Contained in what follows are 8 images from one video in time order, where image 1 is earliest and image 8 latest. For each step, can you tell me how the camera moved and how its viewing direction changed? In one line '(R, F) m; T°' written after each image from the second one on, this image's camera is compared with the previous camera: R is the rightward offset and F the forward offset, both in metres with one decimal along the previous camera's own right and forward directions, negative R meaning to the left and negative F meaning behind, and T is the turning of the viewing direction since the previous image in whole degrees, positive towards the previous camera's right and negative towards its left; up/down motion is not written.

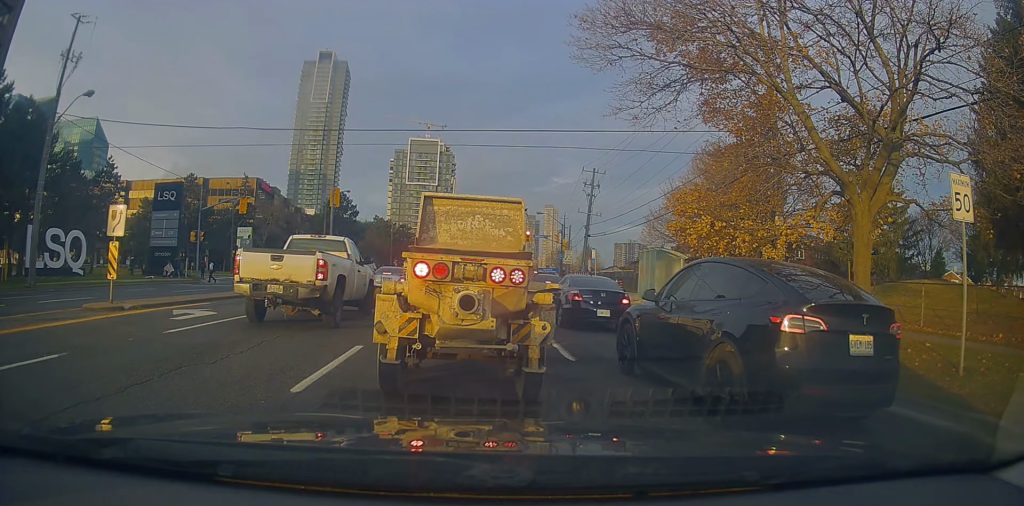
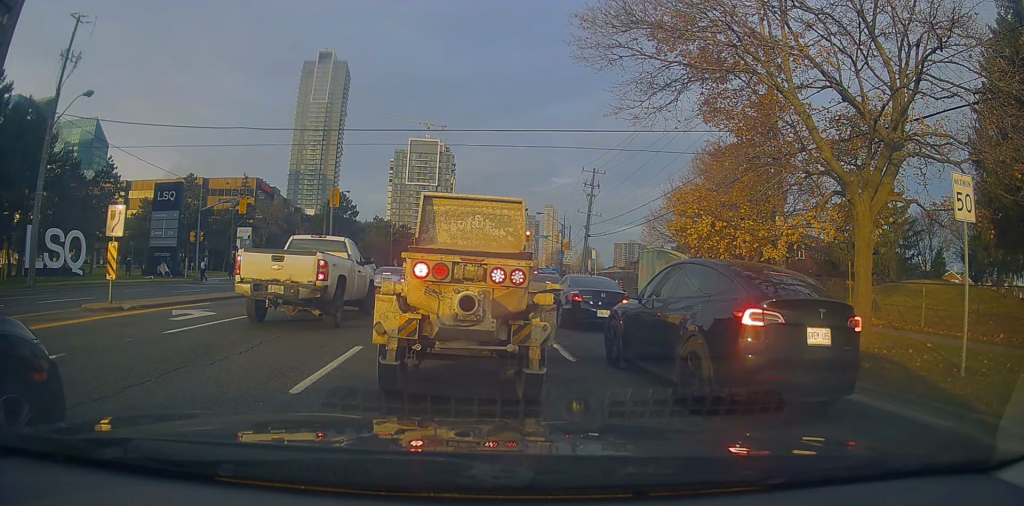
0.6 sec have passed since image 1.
(0.0, 0.0) m; 0°
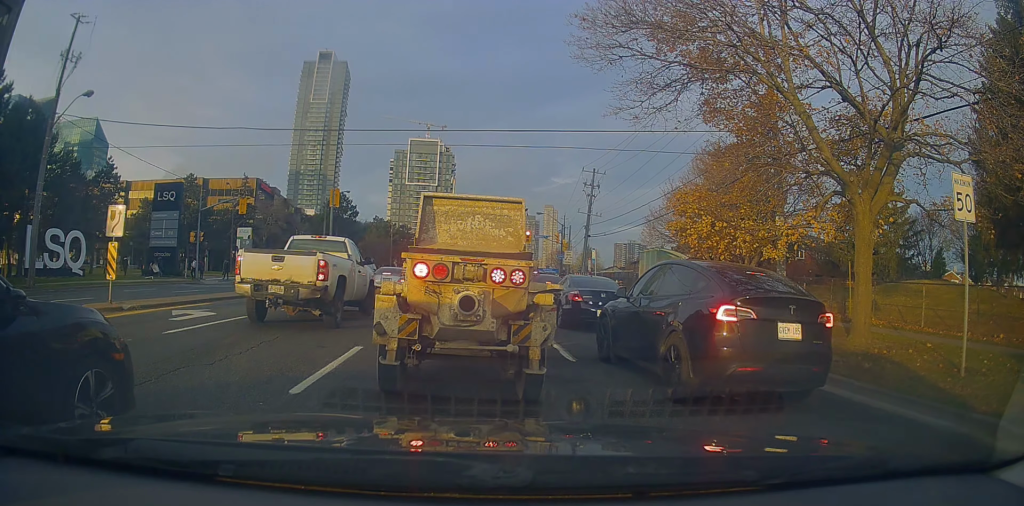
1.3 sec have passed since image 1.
(0.0, 0.0) m; 0°
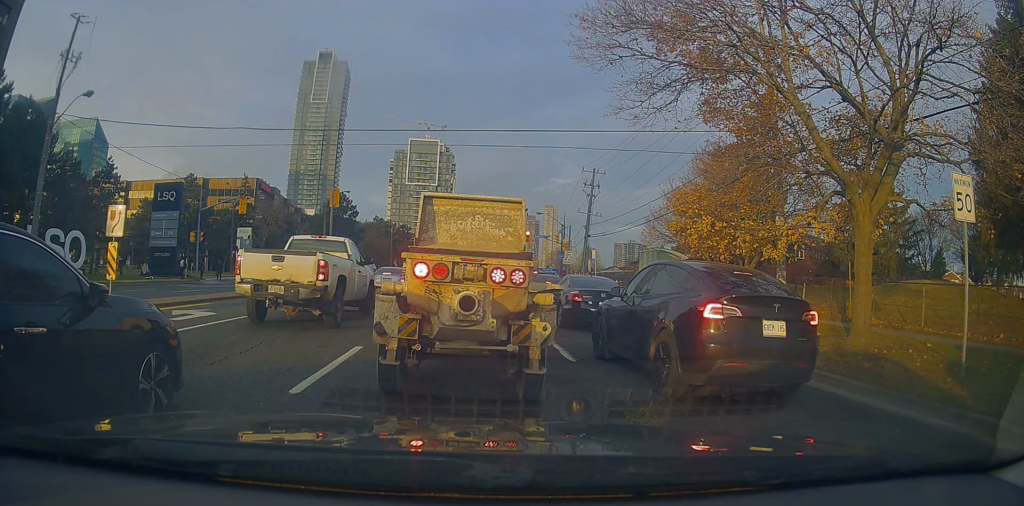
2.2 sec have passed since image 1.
(0.0, 0.0) m; 0°
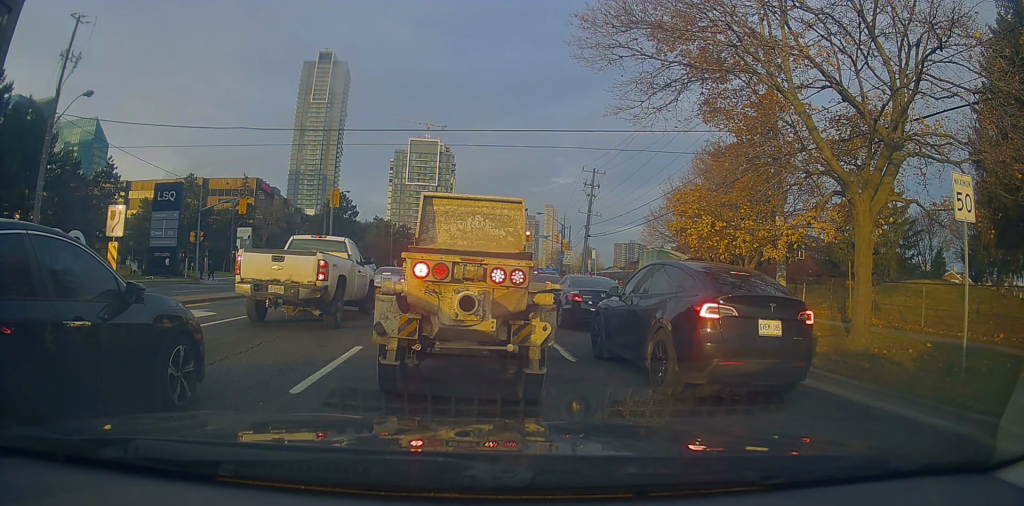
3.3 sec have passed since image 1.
(0.0, 0.0) m; 0°
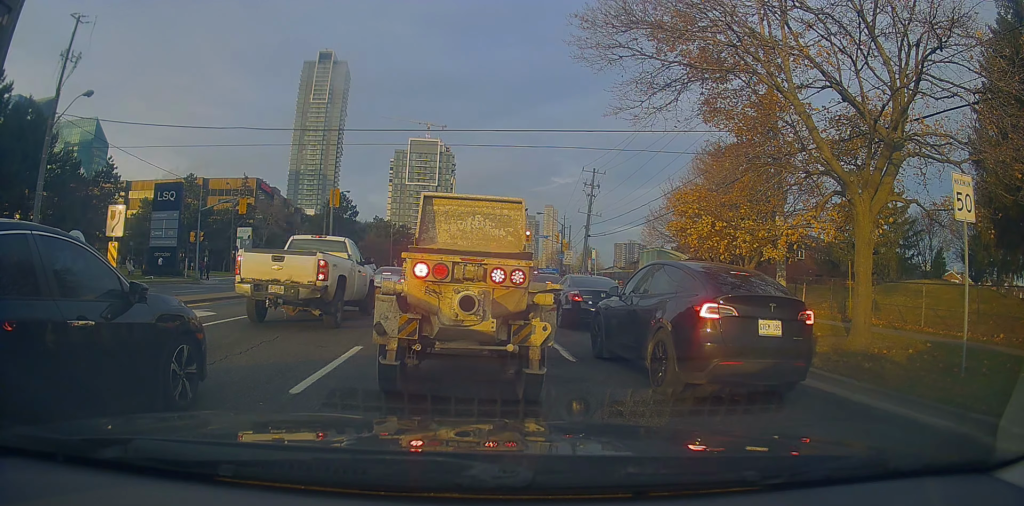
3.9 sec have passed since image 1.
(0.0, 0.0) m; 0°
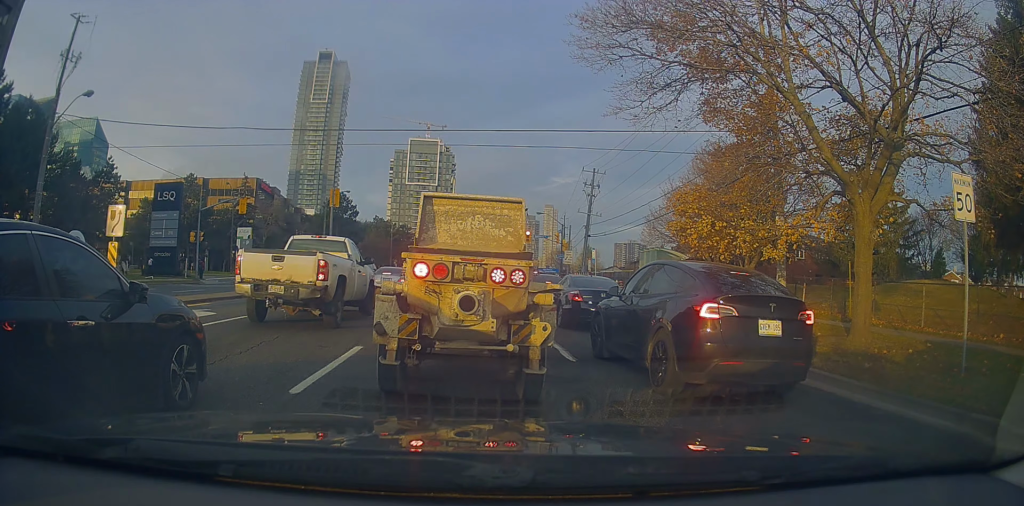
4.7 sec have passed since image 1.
(0.0, 0.0) m; 0°
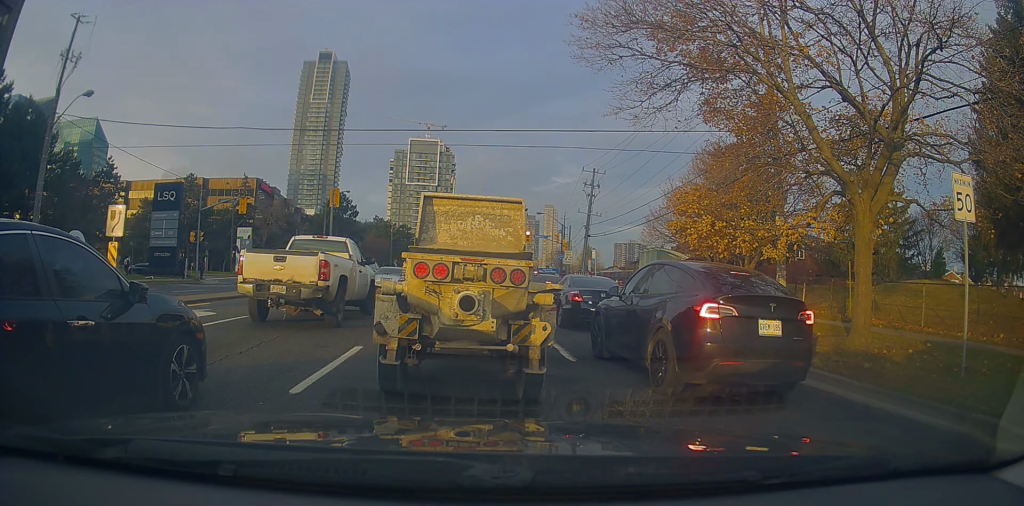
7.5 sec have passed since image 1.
(0.0, 0.0) m; 0°
